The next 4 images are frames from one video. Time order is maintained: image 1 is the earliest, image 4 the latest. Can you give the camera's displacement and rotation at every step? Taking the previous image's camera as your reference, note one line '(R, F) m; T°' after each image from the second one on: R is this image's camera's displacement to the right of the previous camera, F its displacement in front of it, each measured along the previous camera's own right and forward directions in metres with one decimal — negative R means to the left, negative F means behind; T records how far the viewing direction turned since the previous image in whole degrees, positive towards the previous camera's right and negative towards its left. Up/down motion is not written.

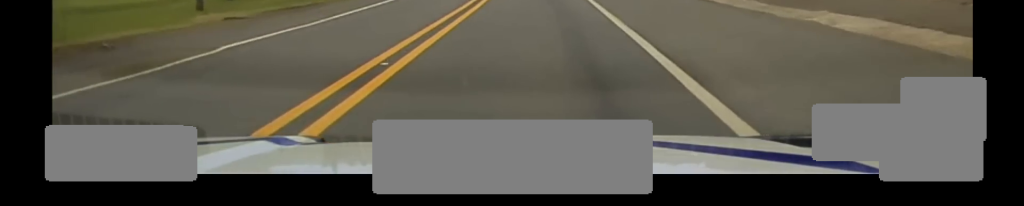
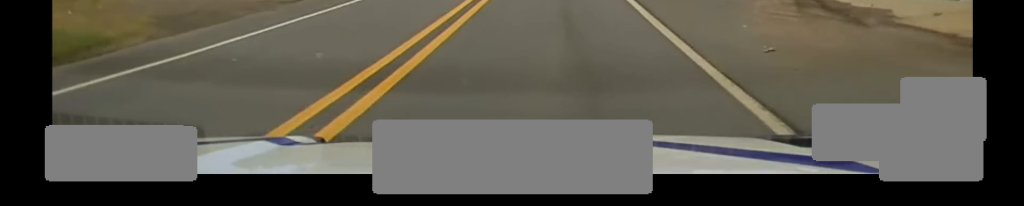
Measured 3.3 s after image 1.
(-0.9, +45.8) m; -1°
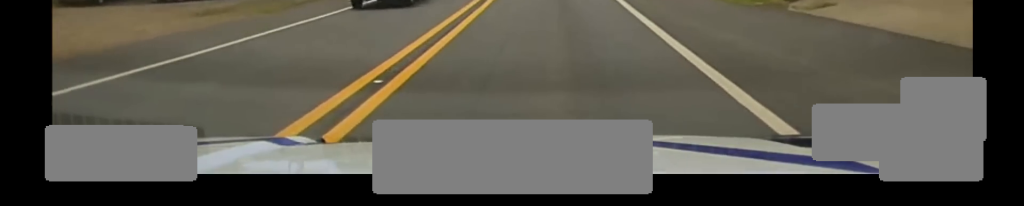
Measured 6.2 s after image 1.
(+0.3, +38.4) m; 0°
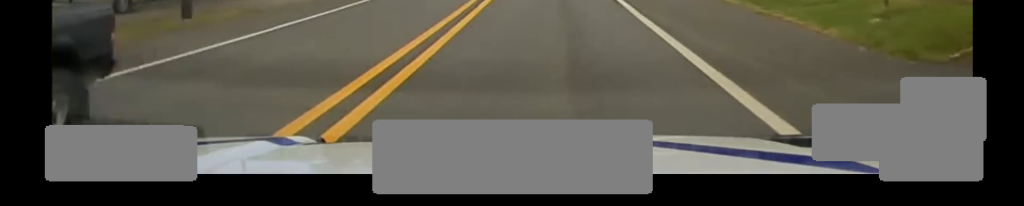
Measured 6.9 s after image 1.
(-0.2, +8.8) m; -1°
